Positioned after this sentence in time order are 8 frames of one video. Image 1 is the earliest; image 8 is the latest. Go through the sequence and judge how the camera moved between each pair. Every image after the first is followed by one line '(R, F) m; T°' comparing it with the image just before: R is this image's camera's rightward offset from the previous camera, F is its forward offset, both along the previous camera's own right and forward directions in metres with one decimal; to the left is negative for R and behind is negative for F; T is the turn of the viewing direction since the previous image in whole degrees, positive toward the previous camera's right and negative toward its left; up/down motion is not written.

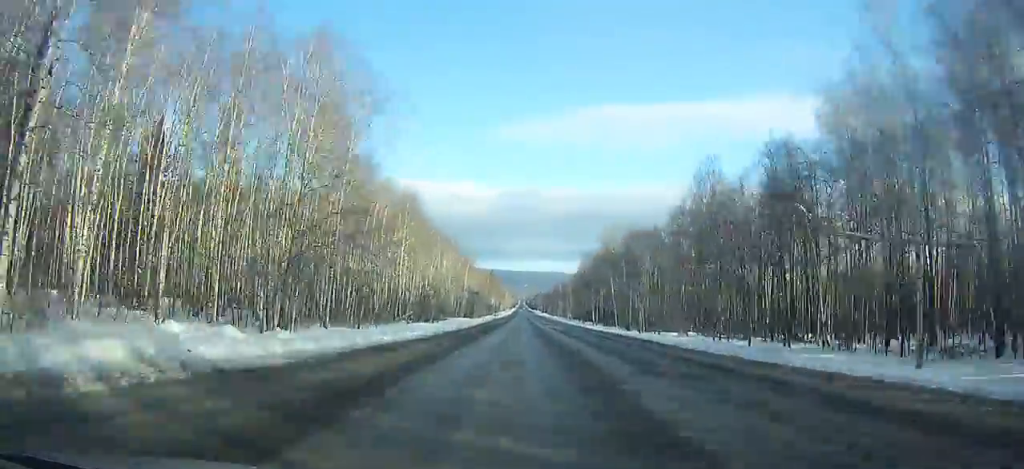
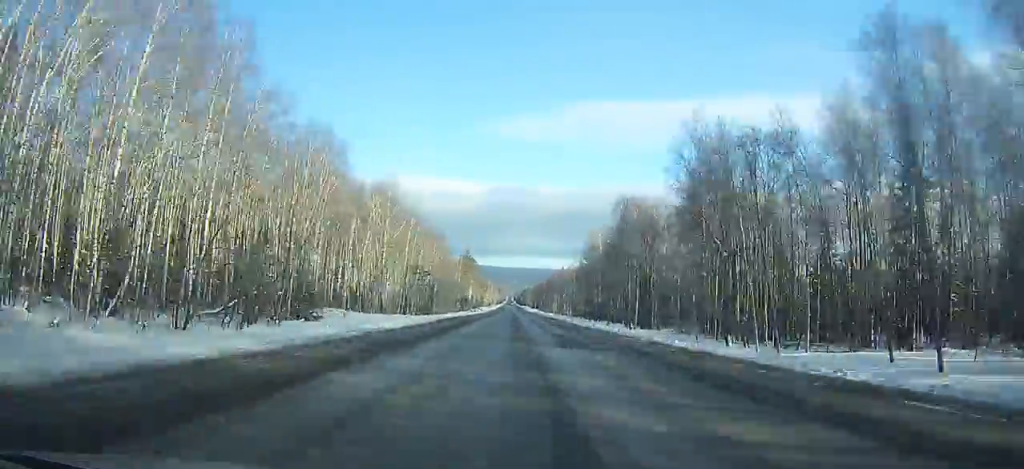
(+0.3, +53.7) m; 0°
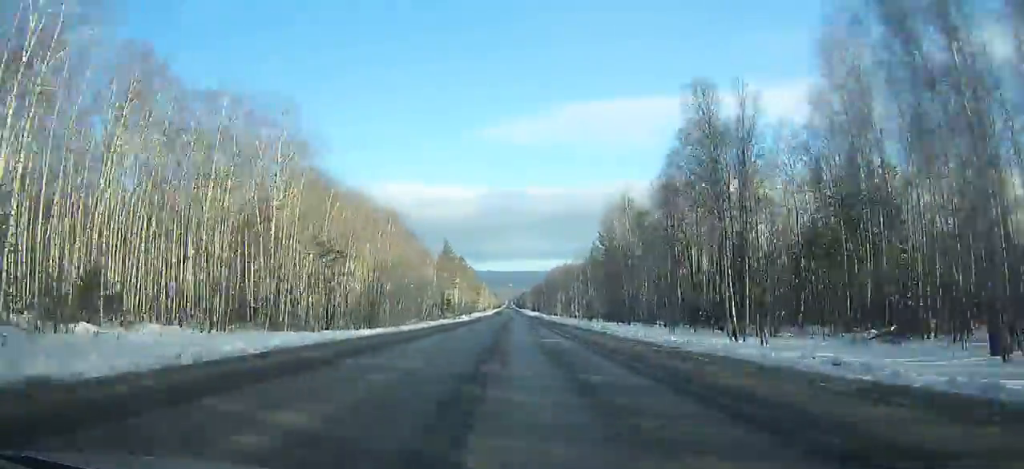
(+0.4, +37.1) m; 0°
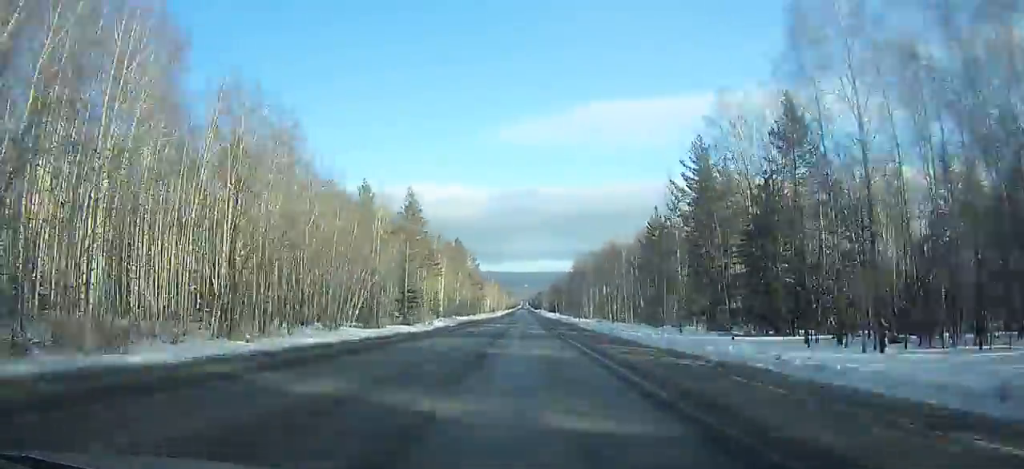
(-0.5, +54.7) m; -1°
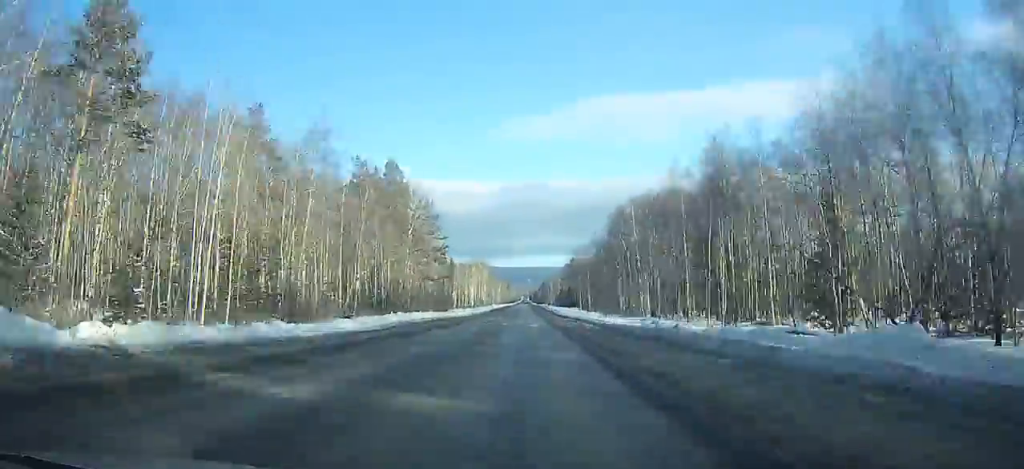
(-0.7, +86.4) m; 0°
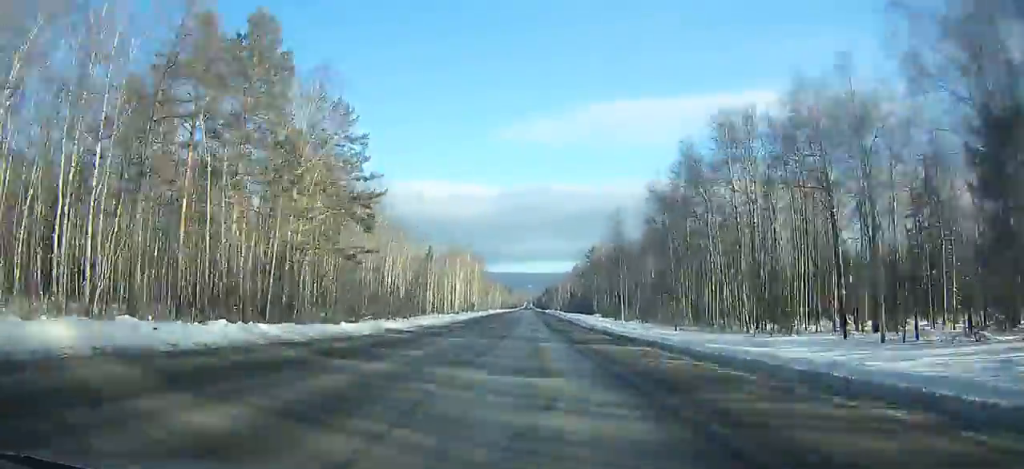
(-0.1, +46.0) m; 0°
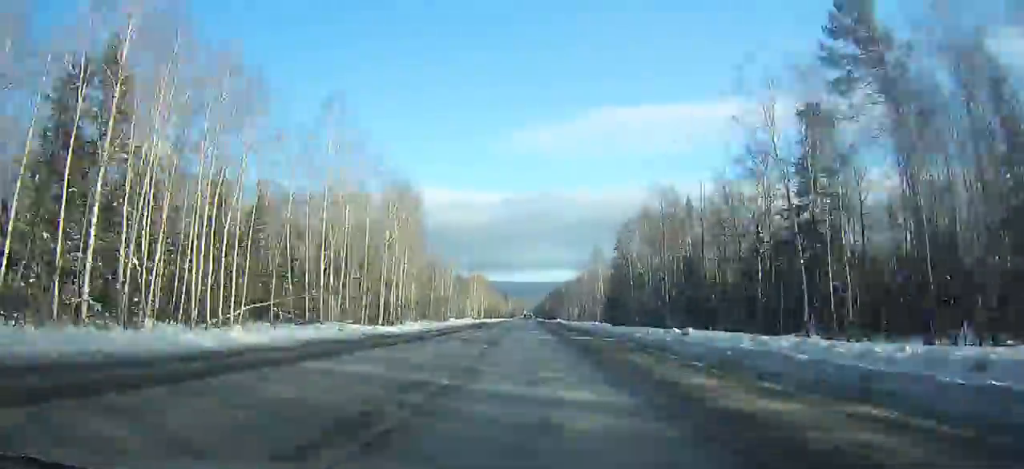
(+0.7, +110.2) m; +1°
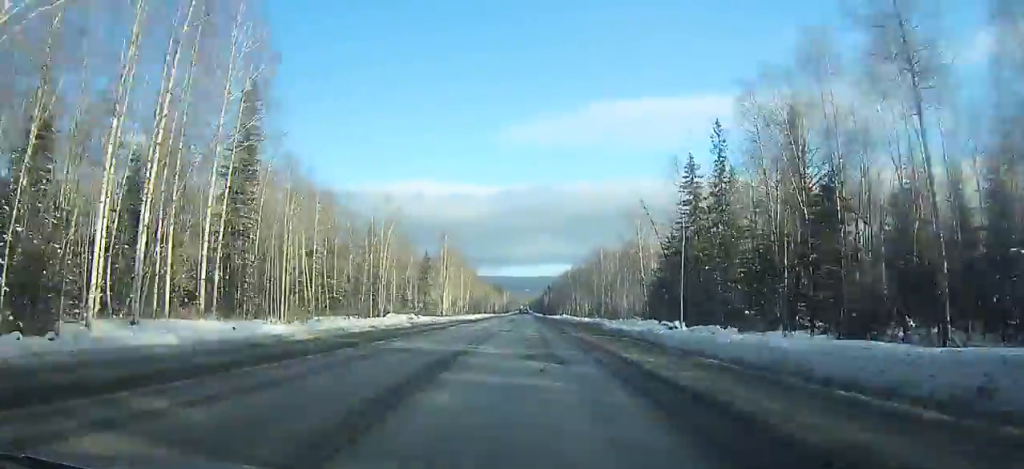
(+0.2, +50.1) m; 0°
